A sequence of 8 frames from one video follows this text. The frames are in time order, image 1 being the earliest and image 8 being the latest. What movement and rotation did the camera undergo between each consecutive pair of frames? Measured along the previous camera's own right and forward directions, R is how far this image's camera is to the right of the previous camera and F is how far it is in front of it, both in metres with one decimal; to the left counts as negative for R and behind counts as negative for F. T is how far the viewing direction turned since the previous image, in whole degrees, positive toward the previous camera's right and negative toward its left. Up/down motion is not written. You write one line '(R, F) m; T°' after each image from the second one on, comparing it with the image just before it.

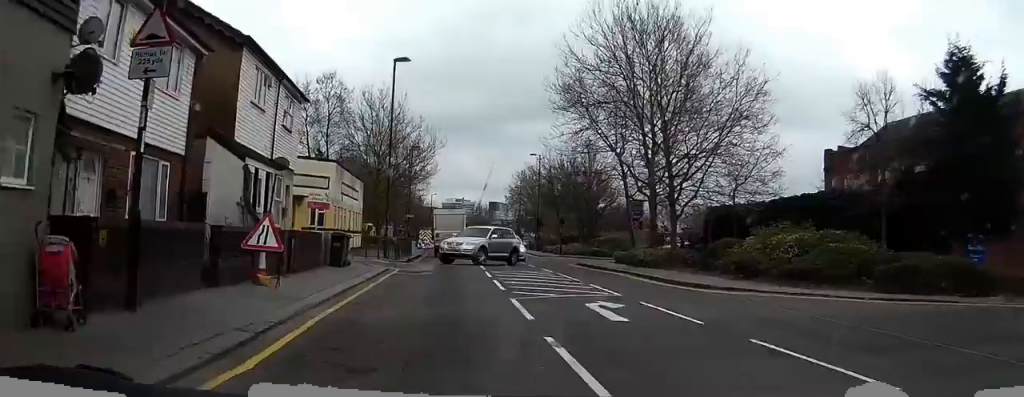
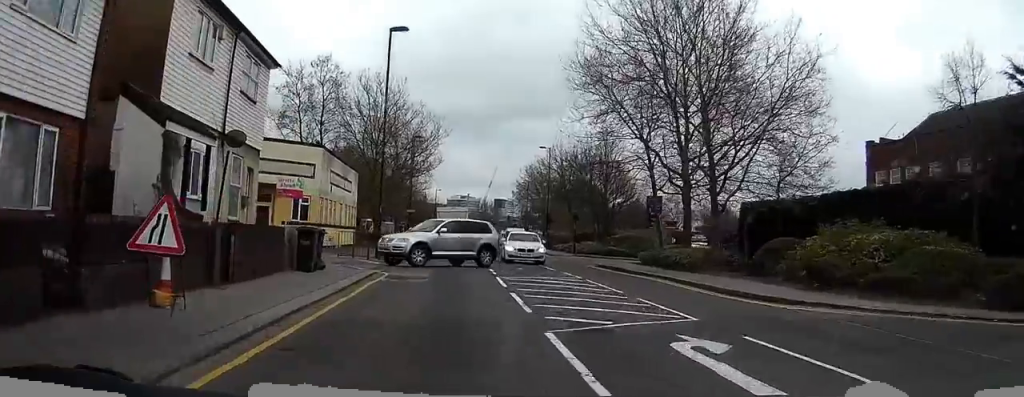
(0.0, +5.6) m; 0°
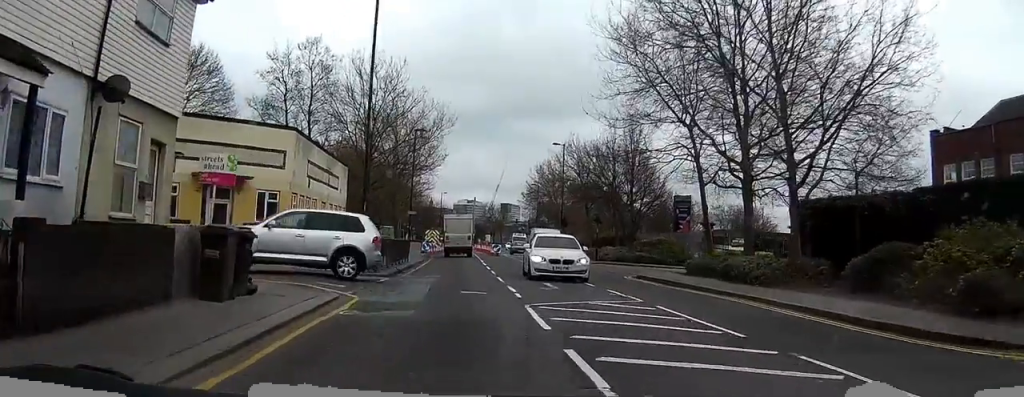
(0.0, +7.7) m; -2°
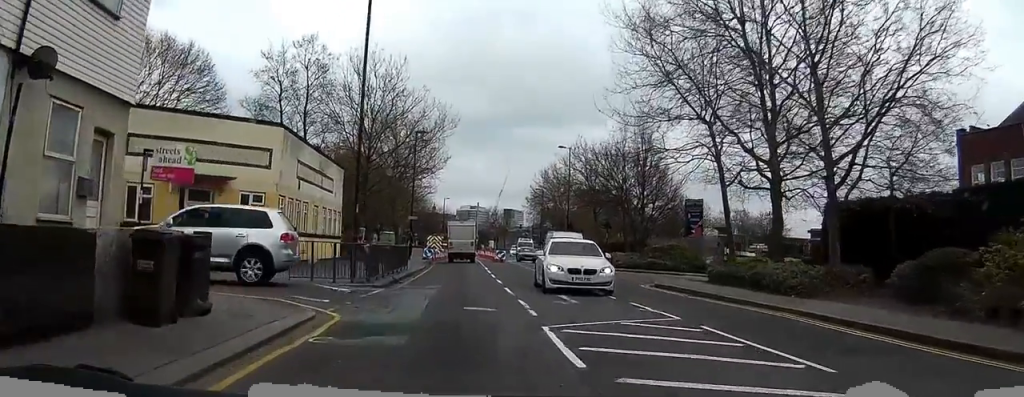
(0.0, +2.7) m; -2°
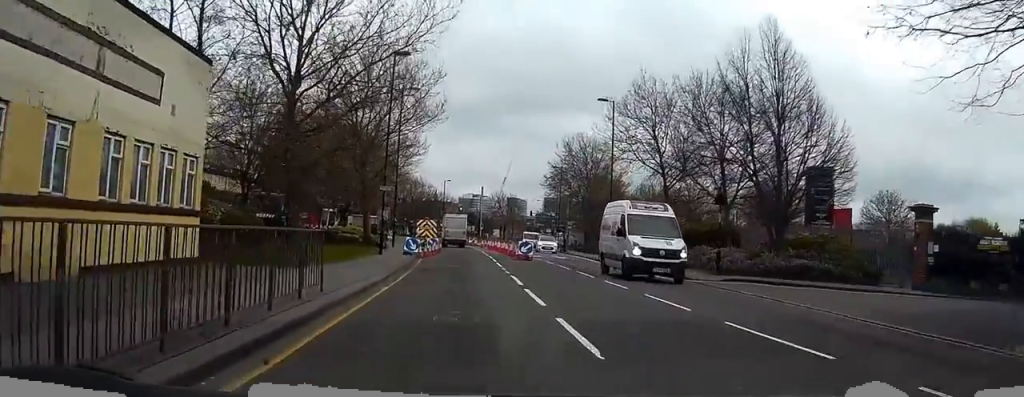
(-0.7, +20.9) m; 0°
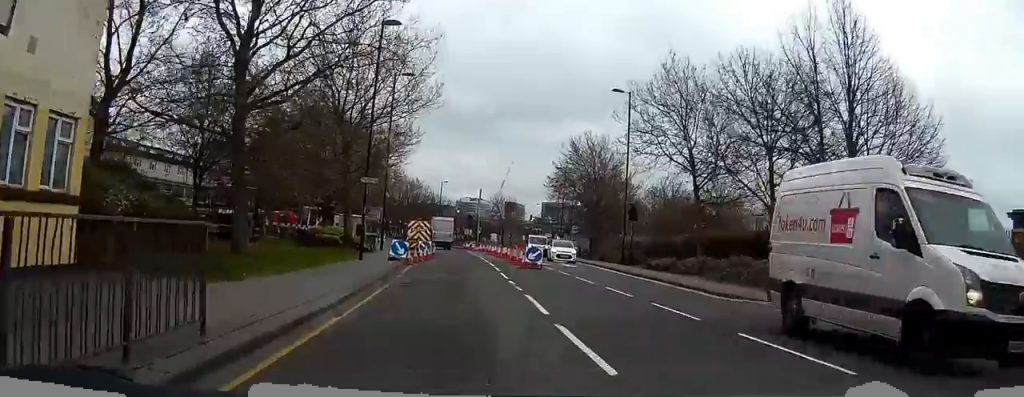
(+0.1, +5.8) m; +2°
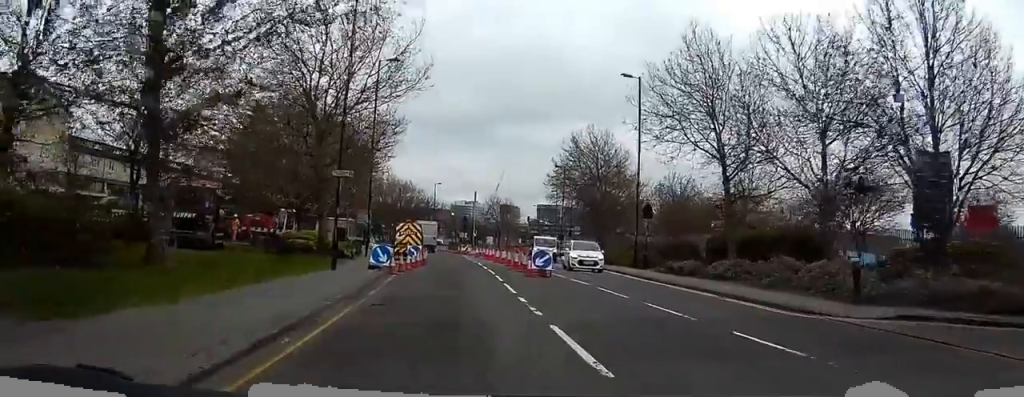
(+0.1, +5.8) m; +1°
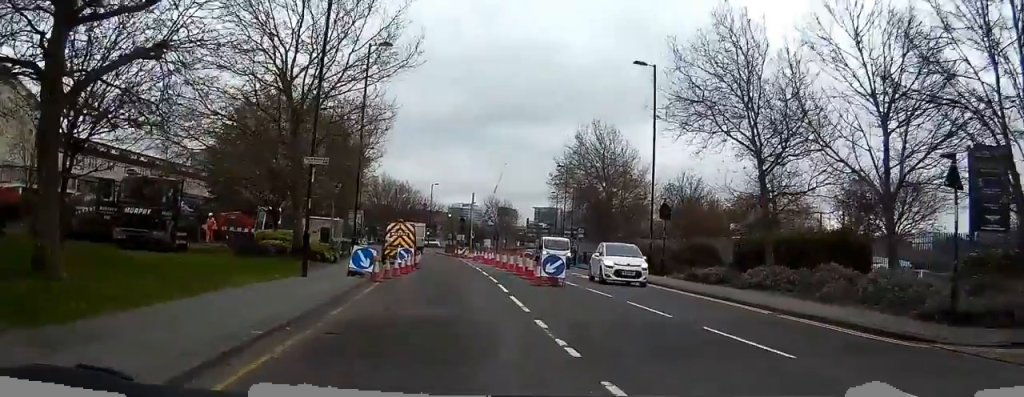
(+0.1, +4.0) m; 0°
